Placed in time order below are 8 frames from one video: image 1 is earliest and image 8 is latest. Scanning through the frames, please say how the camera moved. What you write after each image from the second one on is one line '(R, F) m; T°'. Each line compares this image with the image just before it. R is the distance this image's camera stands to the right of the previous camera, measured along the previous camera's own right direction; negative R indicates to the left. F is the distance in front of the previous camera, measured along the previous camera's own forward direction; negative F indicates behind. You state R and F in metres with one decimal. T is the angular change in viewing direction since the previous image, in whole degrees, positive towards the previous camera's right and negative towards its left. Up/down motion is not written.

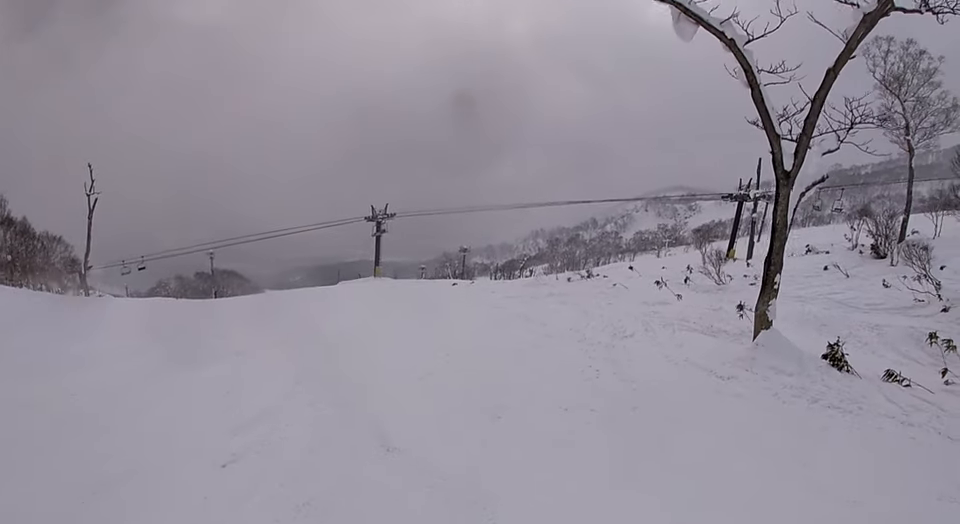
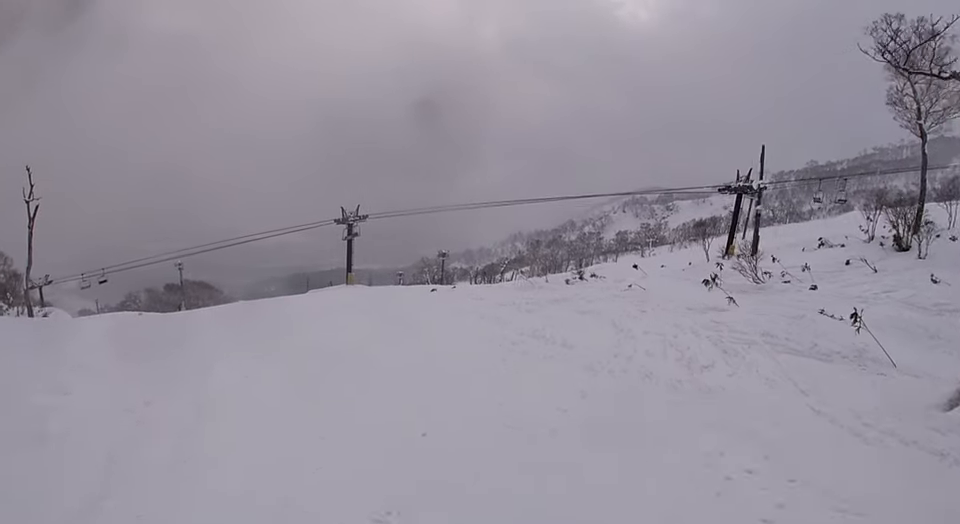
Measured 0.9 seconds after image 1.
(-0.6, +4.6) m; +2°
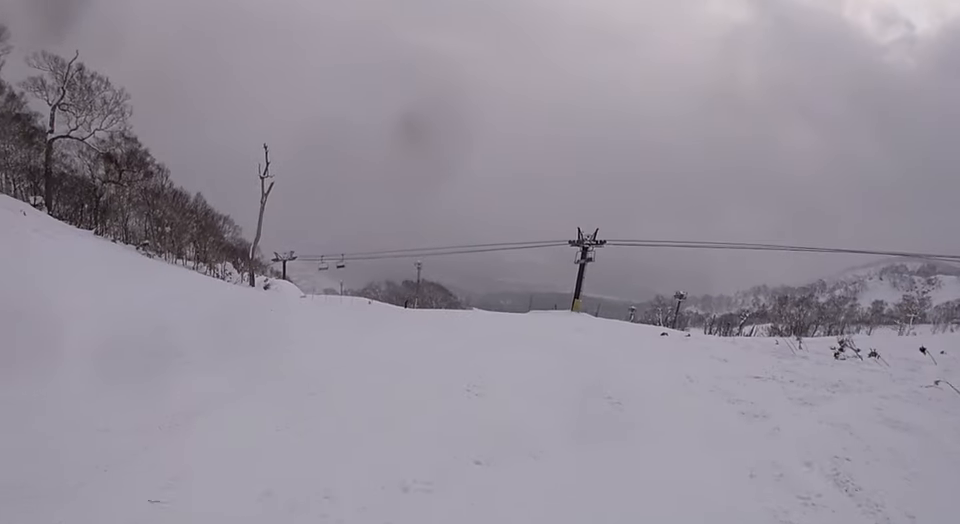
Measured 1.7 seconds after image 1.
(+0.8, +4.7) m; -12°
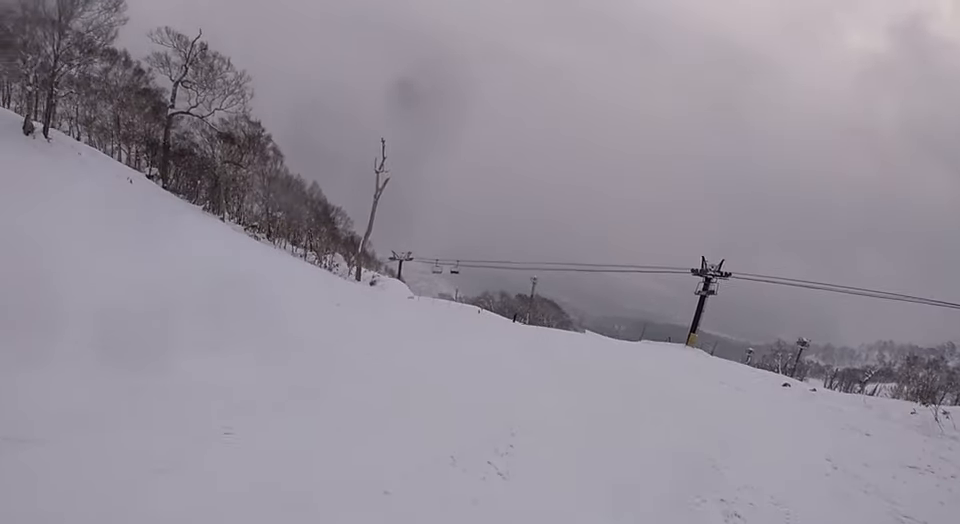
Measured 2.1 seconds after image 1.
(-0.2, +2.2) m; -10°
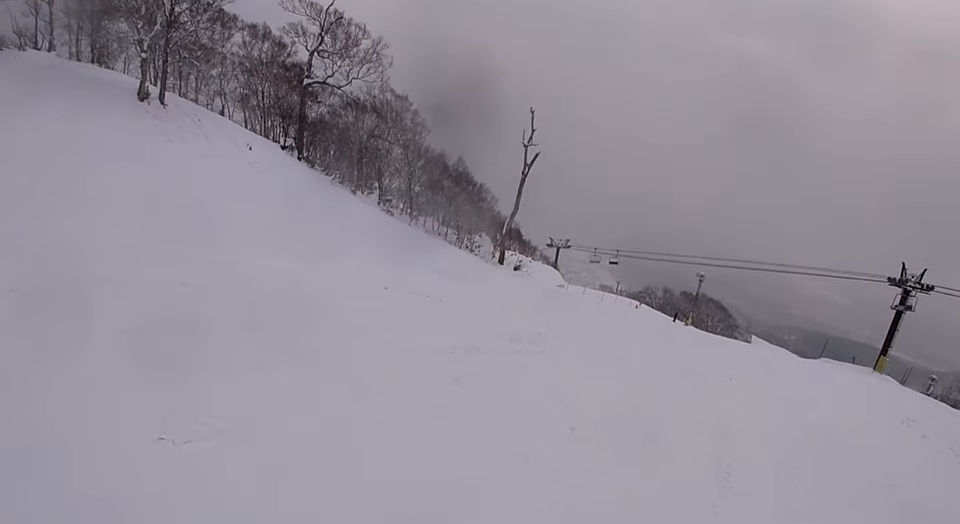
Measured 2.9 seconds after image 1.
(-1.5, +4.6) m; -25°
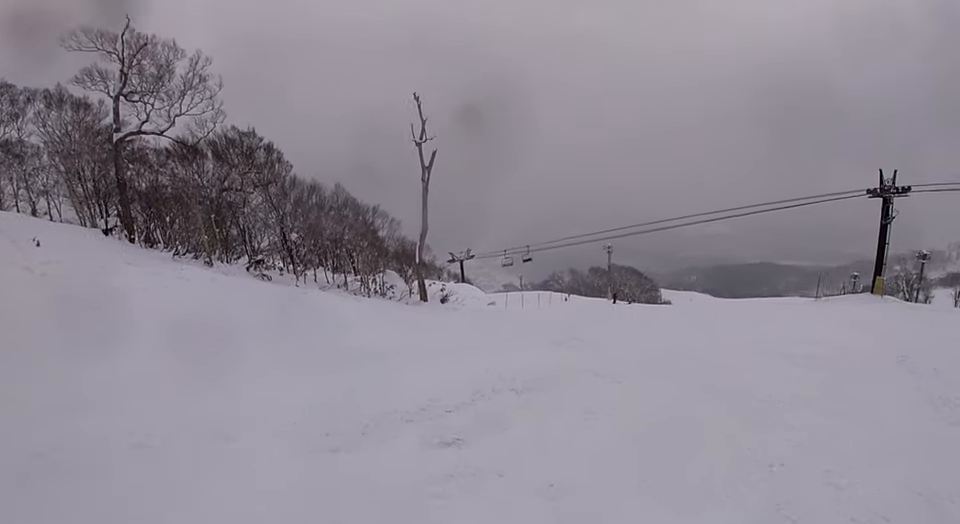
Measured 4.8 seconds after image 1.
(+0.6, +10.7) m; +26°
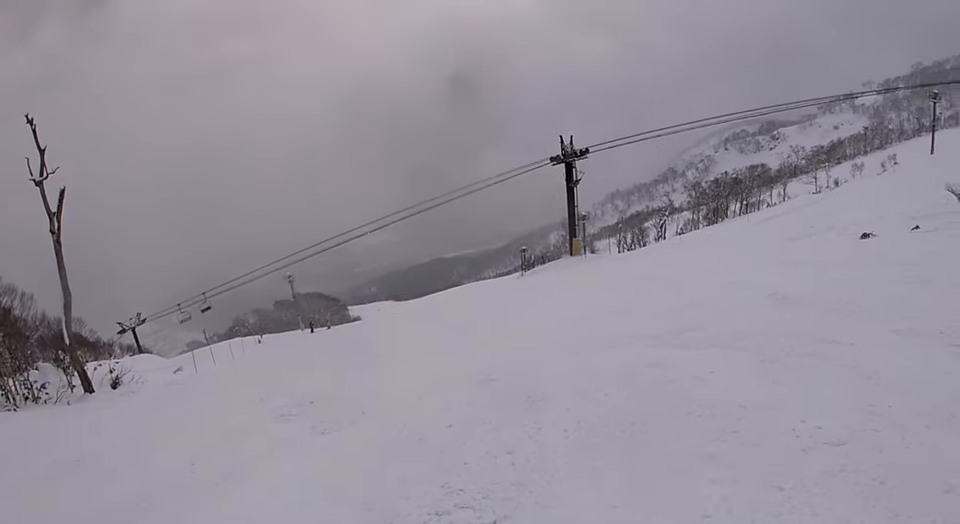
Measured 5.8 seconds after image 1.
(+1.2, +5.9) m; +21°
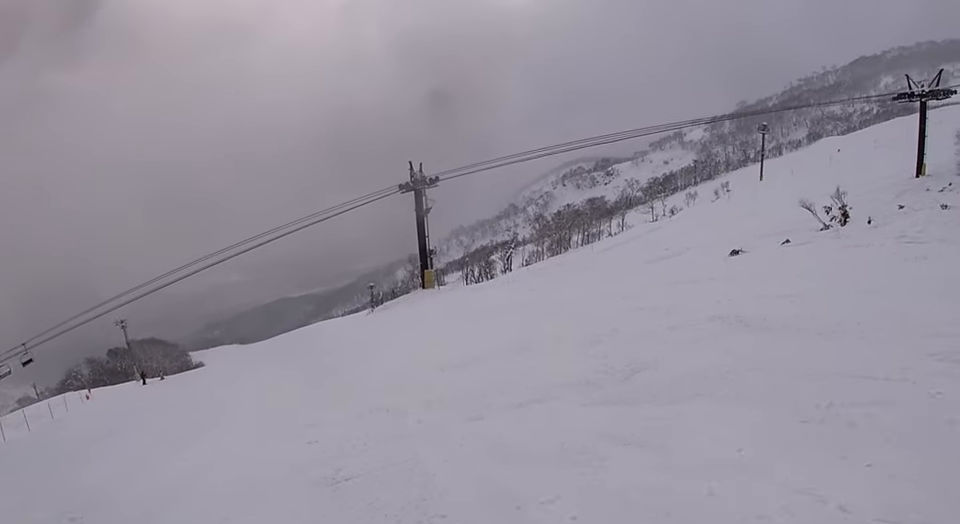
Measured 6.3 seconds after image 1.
(+0.5, +3.0) m; +8°
